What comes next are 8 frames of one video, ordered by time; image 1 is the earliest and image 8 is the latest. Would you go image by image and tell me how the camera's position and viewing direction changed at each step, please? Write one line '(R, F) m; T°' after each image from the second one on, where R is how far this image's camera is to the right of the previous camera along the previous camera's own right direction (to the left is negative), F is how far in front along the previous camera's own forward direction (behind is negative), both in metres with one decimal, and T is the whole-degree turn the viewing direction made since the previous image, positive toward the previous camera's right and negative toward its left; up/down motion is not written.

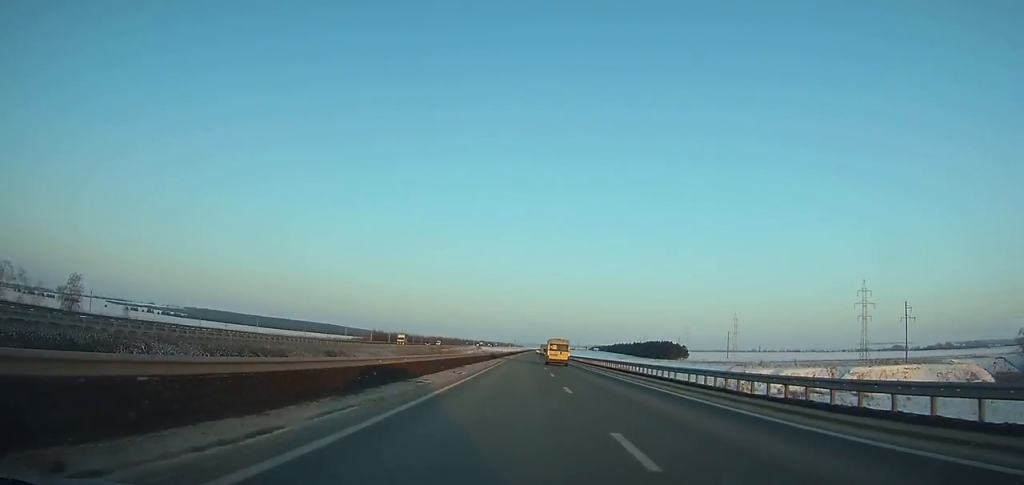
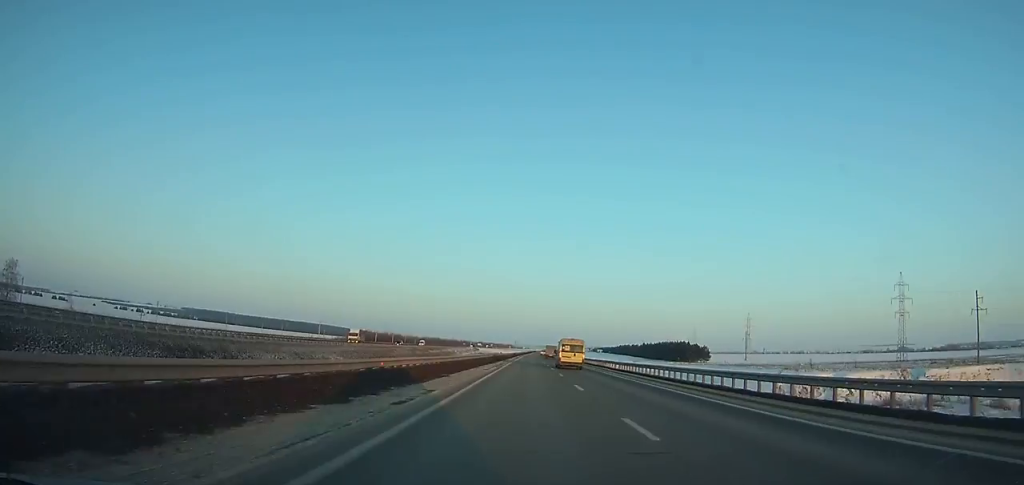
(+0.1, +32.9) m; 0°
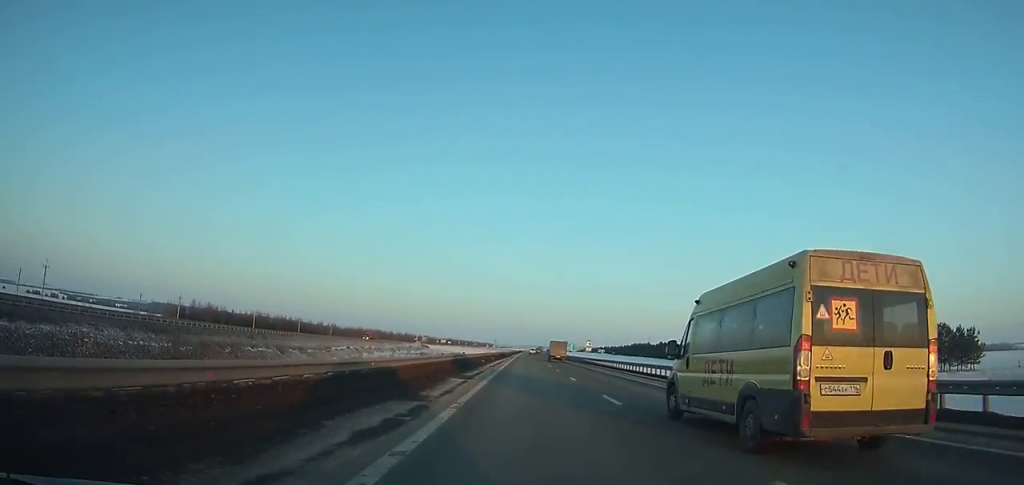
(+1.8, +166.8) m; +1°
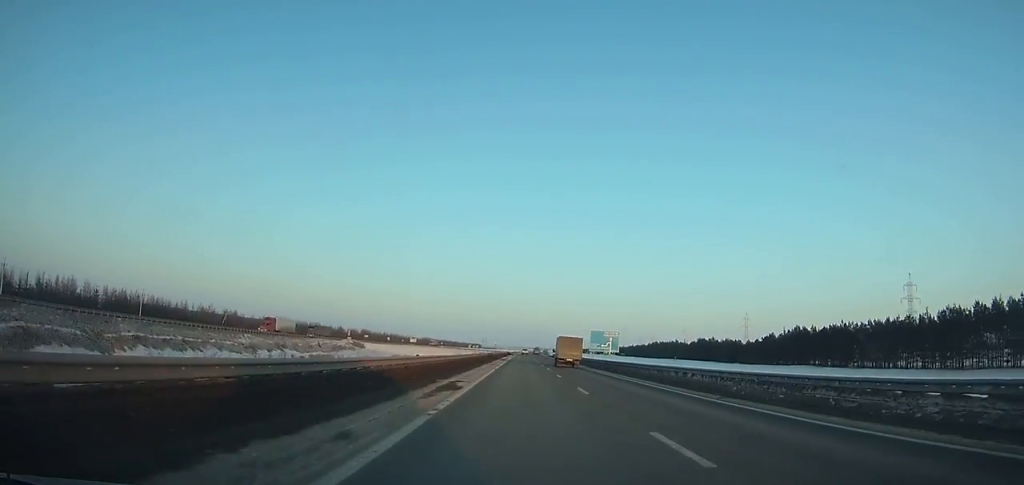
(+0.6, +102.4) m; +1°
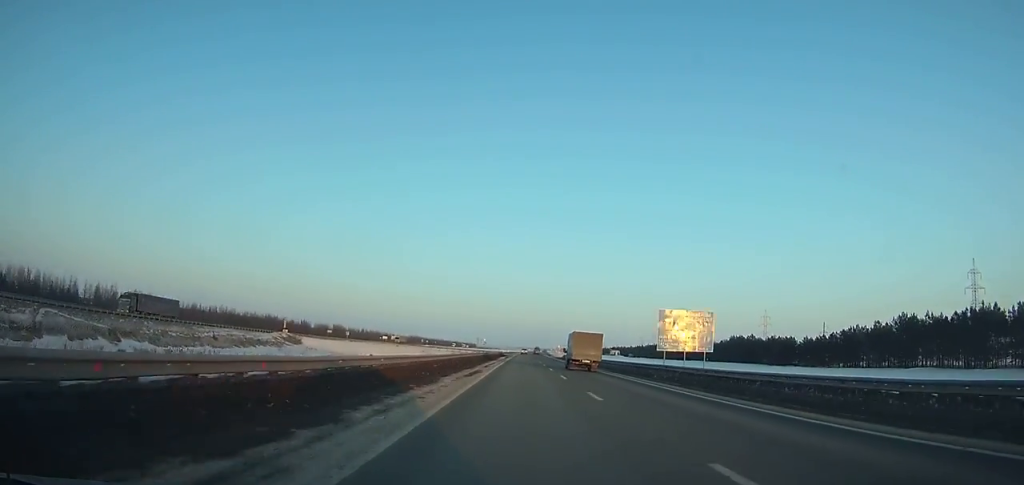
(+0.1, +51.9) m; 0°
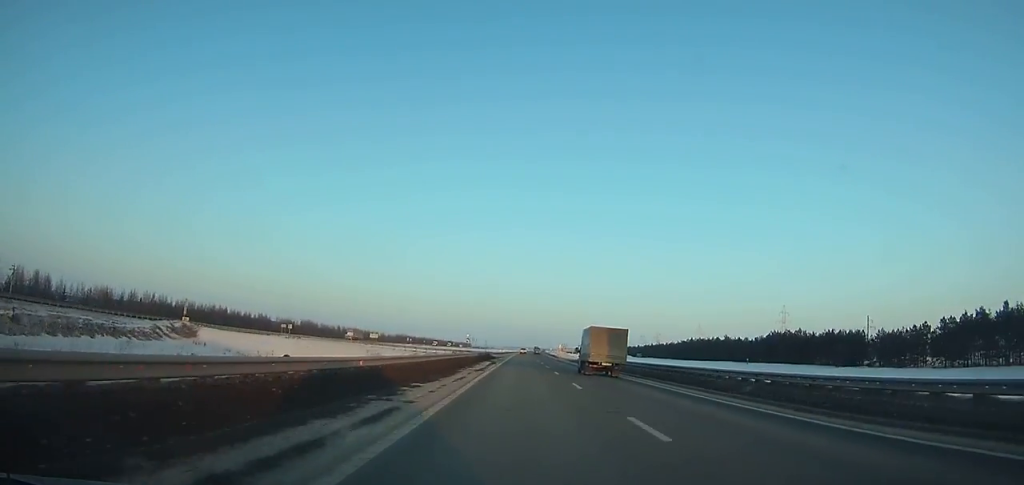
(+0.1, +43.3) m; 0°
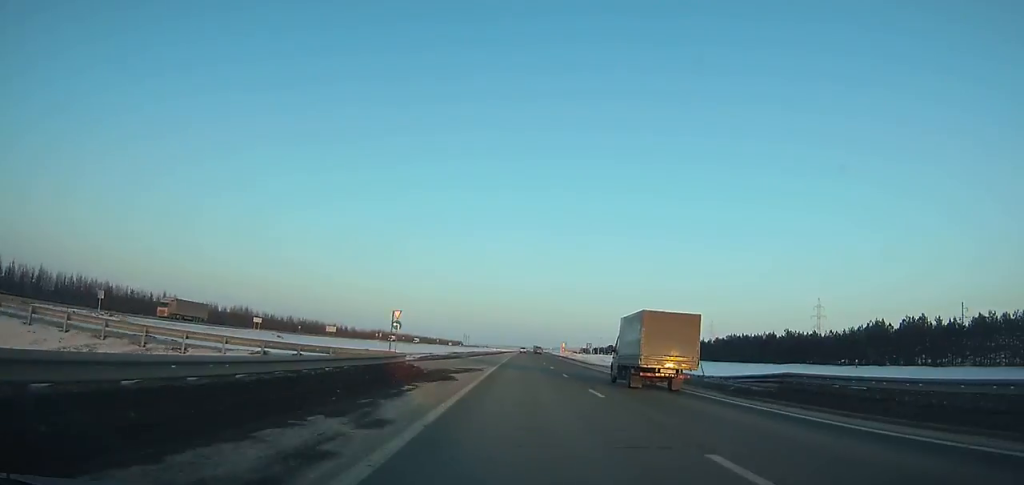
(+0.3, +66.1) m; +1°
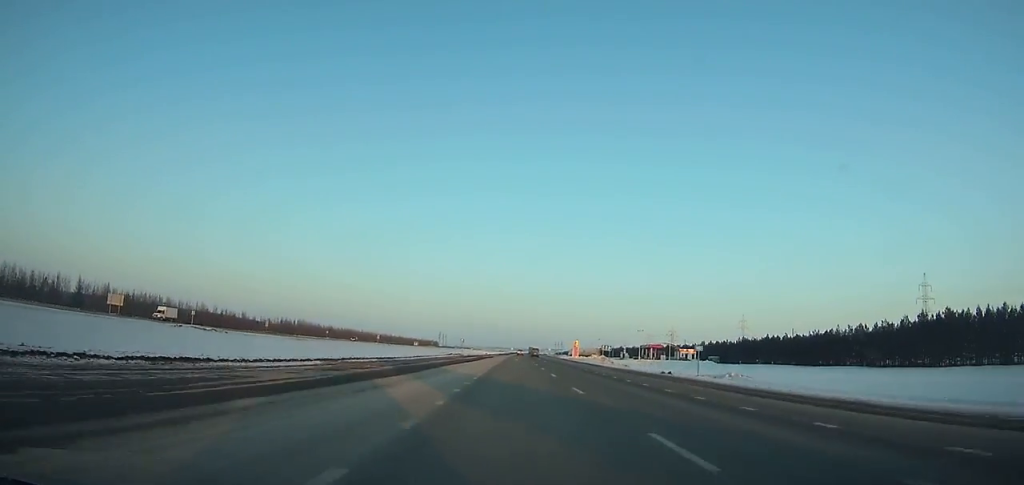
(+1.1, +130.3) m; +1°
